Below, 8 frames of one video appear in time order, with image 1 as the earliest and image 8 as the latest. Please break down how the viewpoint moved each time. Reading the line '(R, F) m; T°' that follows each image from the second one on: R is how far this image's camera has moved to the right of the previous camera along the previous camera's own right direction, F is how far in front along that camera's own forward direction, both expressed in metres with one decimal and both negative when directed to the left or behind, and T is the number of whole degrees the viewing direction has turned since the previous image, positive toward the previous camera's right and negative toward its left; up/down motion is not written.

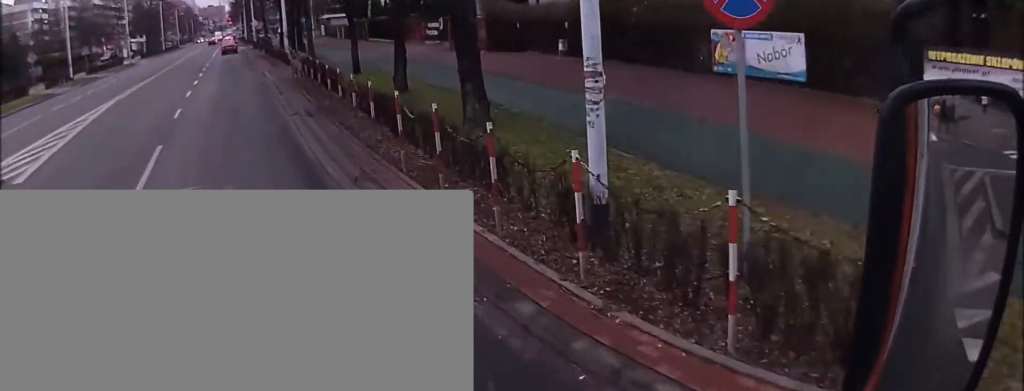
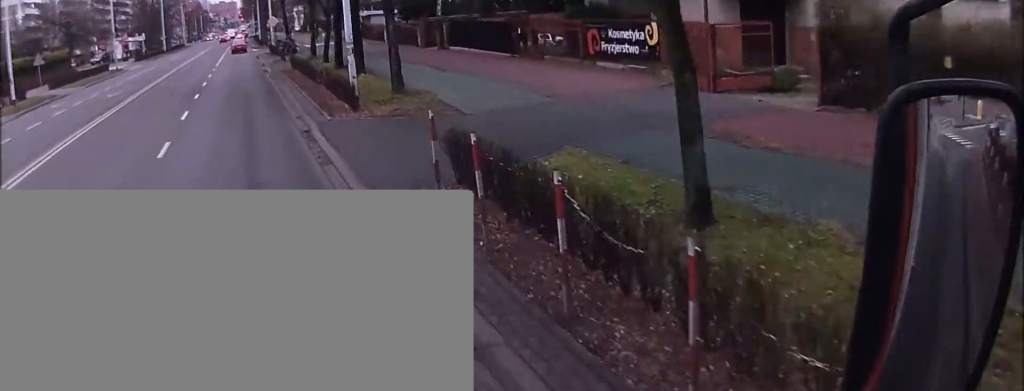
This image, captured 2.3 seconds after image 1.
(-1.5, +17.1) m; -5°
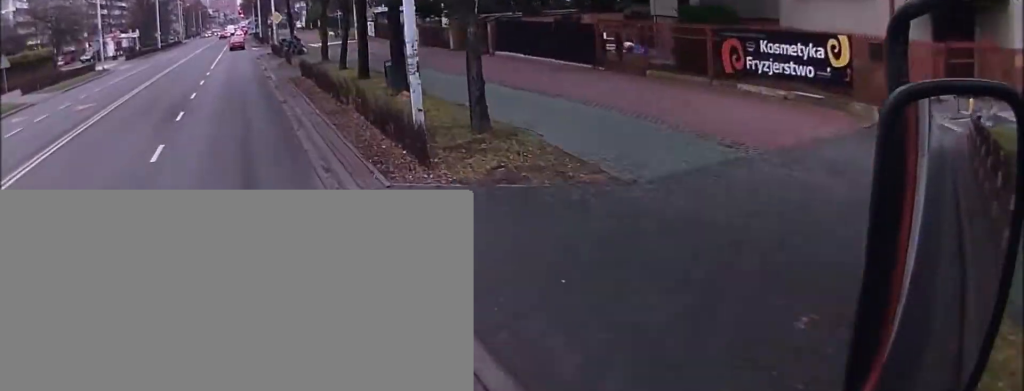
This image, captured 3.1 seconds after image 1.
(+0.2, +6.0) m; 0°
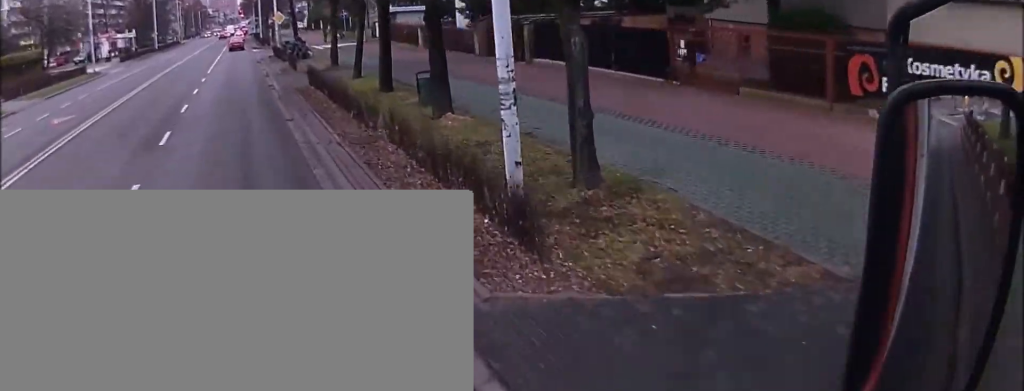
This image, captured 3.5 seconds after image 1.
(-0.1, +3.6) m; -1°
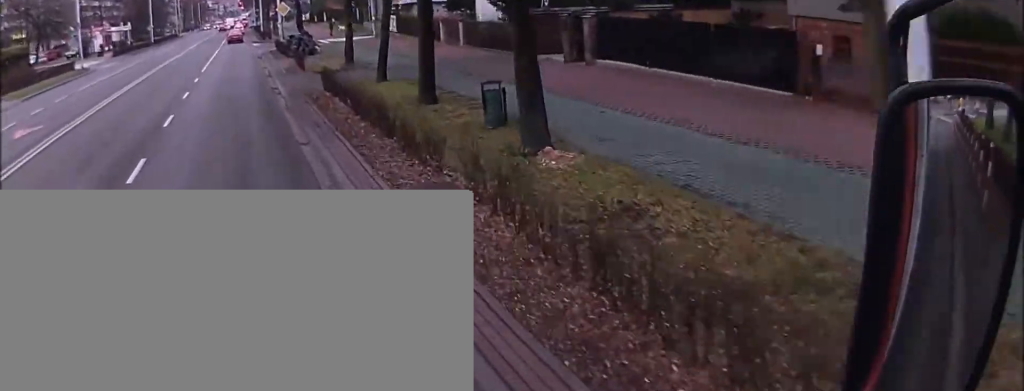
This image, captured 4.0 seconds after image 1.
(-0.1, +4.2) m; -1°
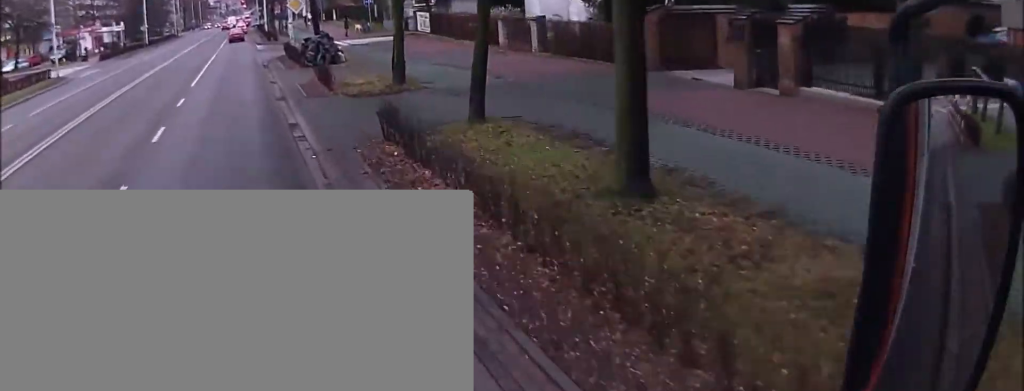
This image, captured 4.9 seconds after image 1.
(+0.1, +7.8) m; 0°
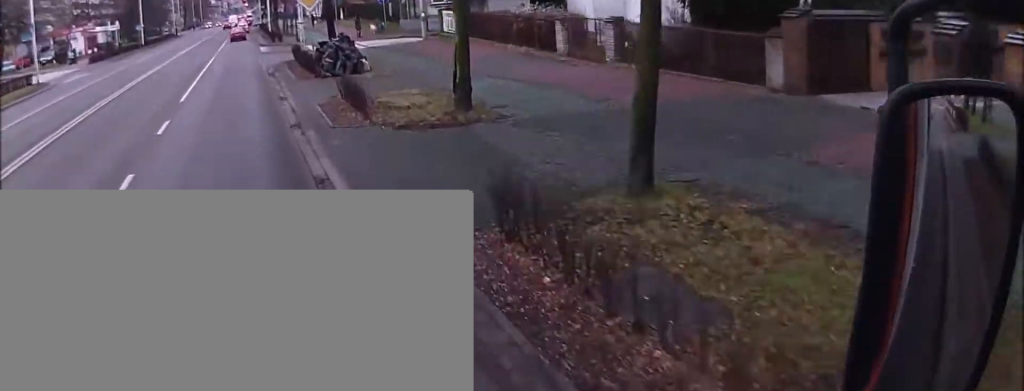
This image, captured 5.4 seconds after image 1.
(0.0, +5.0) m; 0°
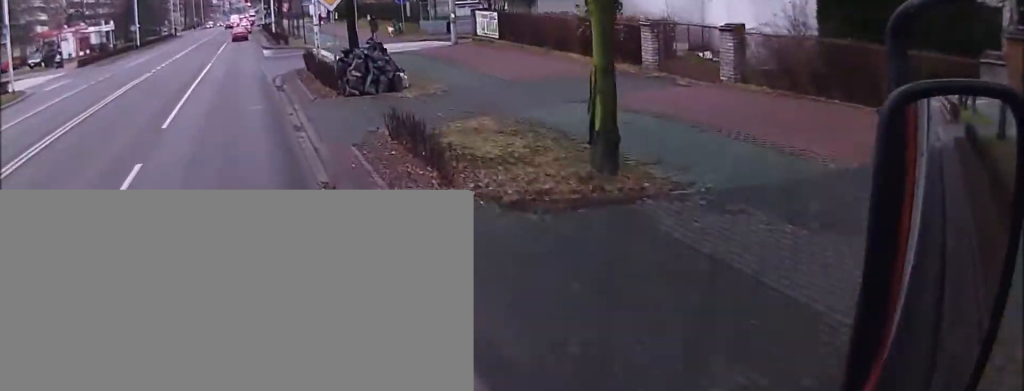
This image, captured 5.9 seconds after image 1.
(0.0, +5.0) m; 0°
